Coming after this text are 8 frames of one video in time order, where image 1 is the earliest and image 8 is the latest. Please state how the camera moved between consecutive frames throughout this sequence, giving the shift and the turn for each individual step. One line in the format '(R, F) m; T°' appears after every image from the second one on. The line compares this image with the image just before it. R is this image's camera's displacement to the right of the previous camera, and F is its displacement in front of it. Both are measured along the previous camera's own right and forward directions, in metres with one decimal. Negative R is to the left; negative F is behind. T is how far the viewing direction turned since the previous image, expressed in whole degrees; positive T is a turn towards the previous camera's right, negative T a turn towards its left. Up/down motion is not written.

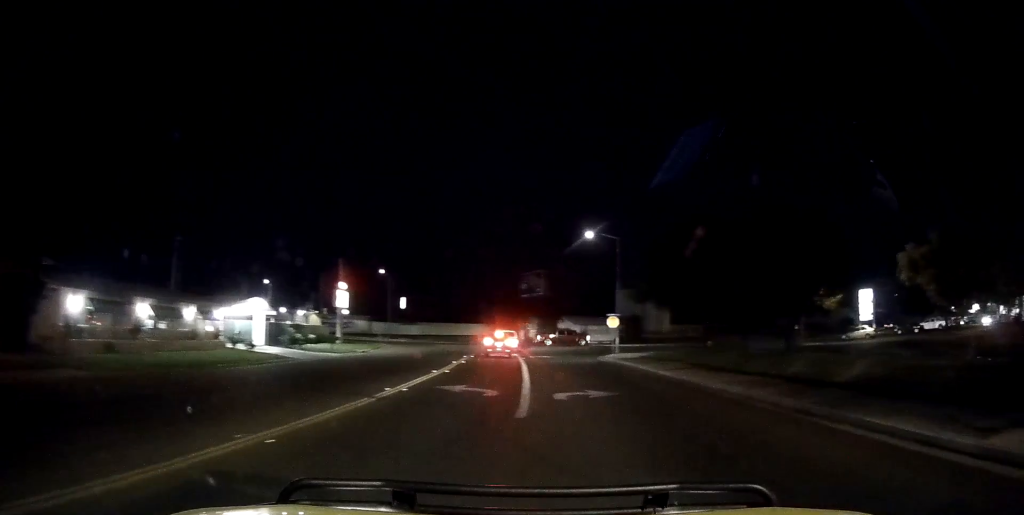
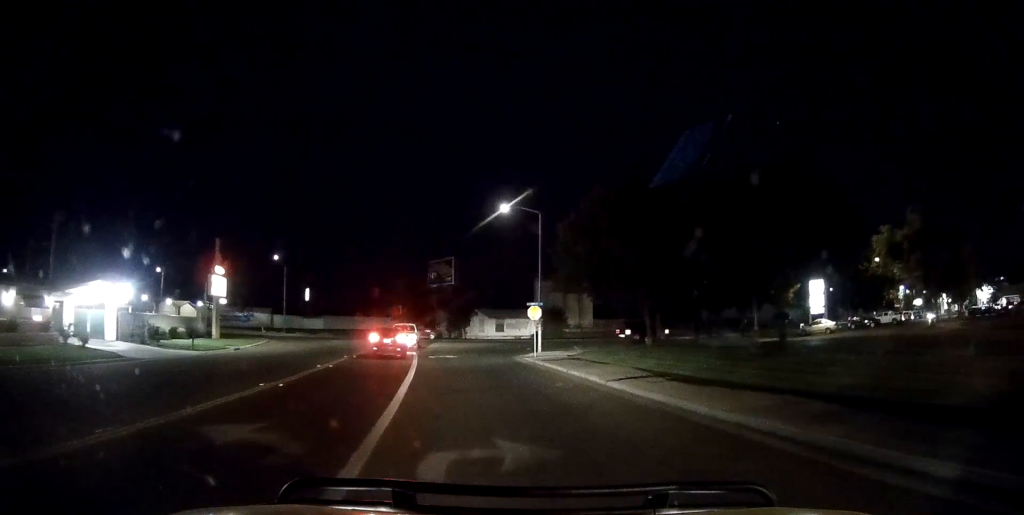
(+0.3, +8.7) m; -1°
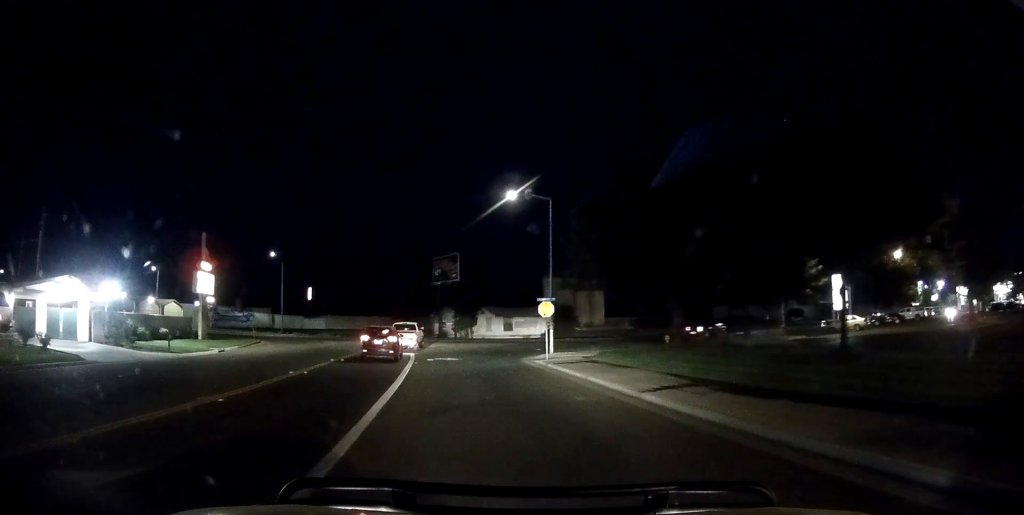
(-0.1, +3.5) m; -2°
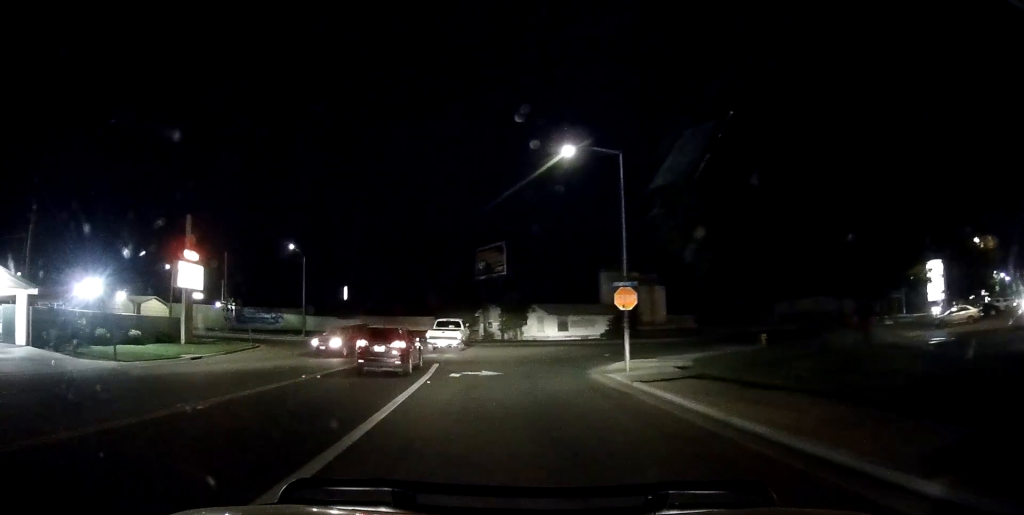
(-0.4, +8.4) m; -3°
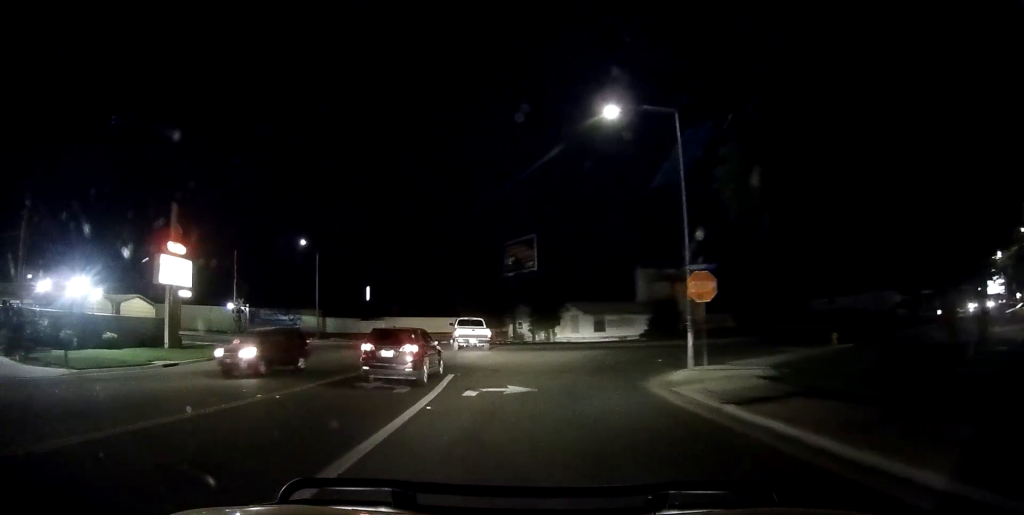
(0.0, +4.3) m; +3°
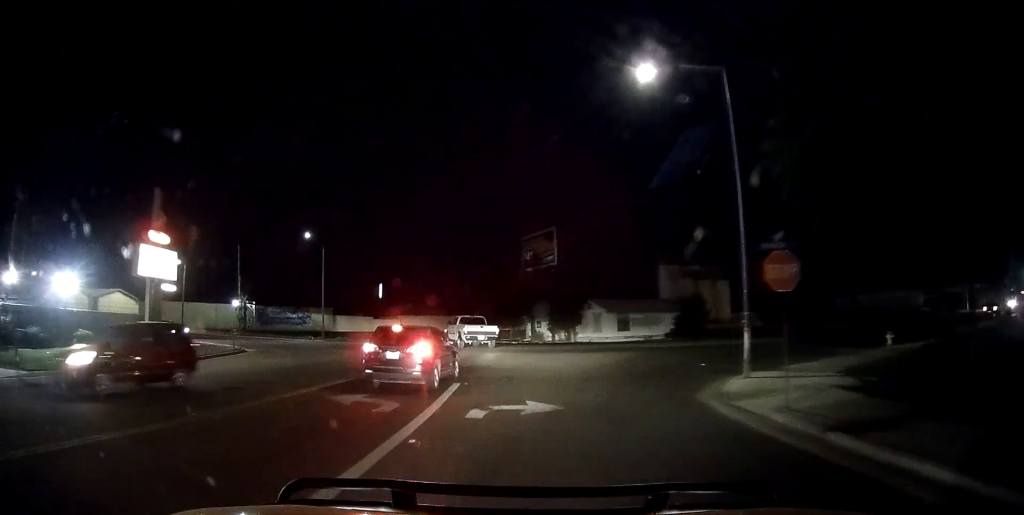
(0.0, +2.9) m; +4°
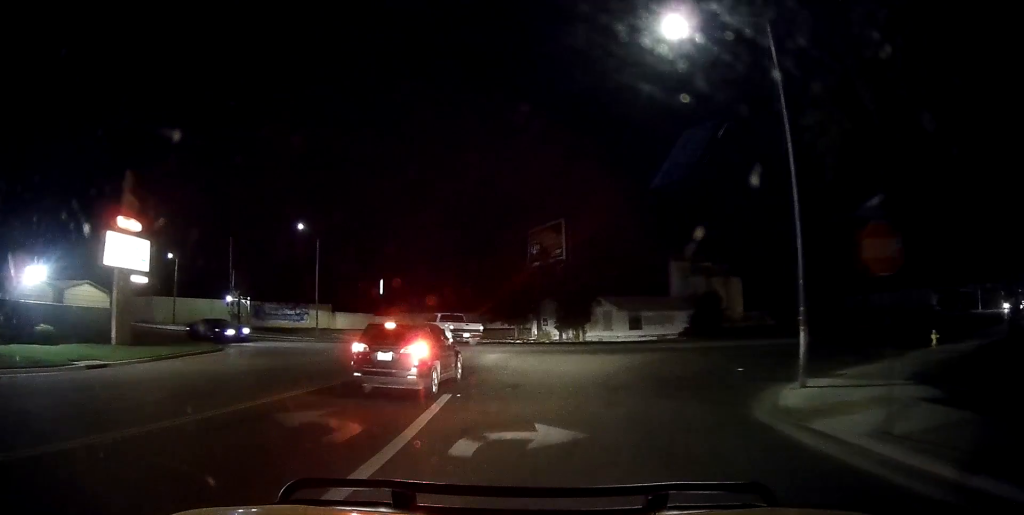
(+0.1, +2.1) m; +1°
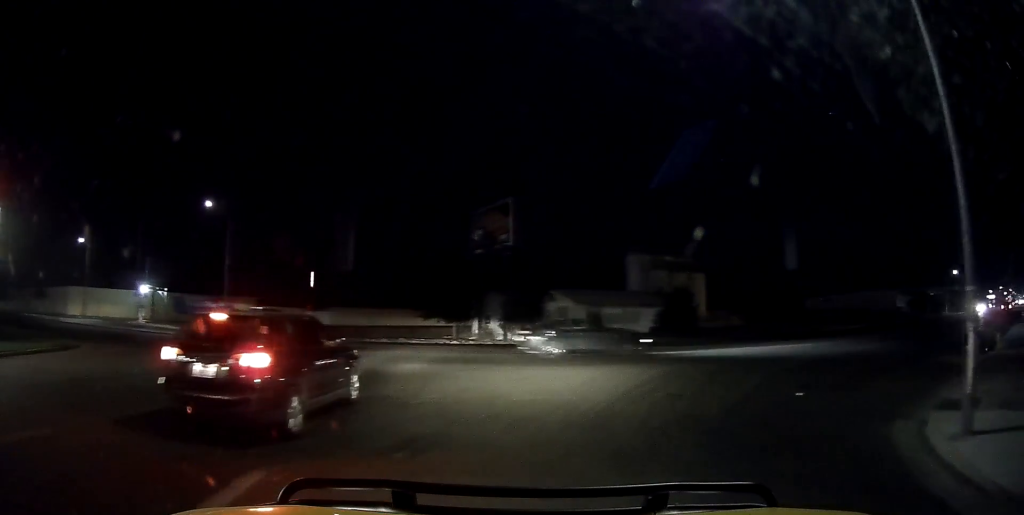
(0.0, +4.8) m; +9°
